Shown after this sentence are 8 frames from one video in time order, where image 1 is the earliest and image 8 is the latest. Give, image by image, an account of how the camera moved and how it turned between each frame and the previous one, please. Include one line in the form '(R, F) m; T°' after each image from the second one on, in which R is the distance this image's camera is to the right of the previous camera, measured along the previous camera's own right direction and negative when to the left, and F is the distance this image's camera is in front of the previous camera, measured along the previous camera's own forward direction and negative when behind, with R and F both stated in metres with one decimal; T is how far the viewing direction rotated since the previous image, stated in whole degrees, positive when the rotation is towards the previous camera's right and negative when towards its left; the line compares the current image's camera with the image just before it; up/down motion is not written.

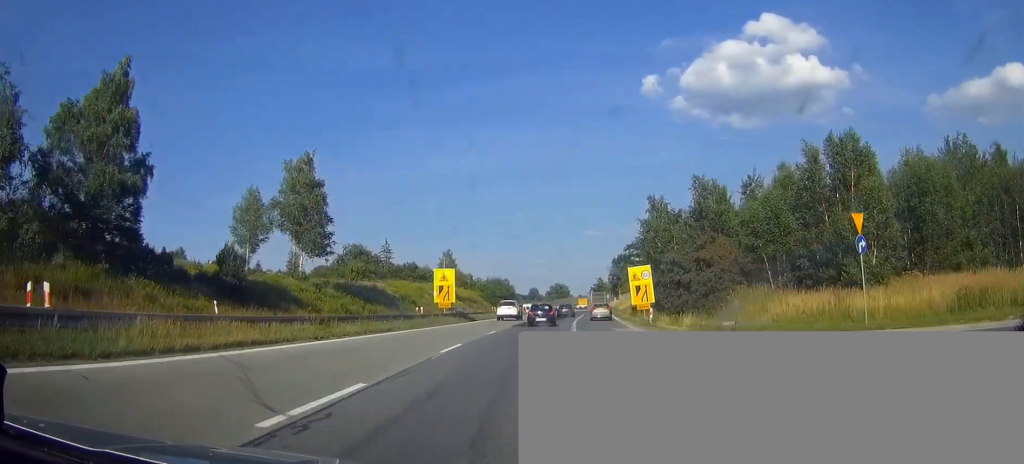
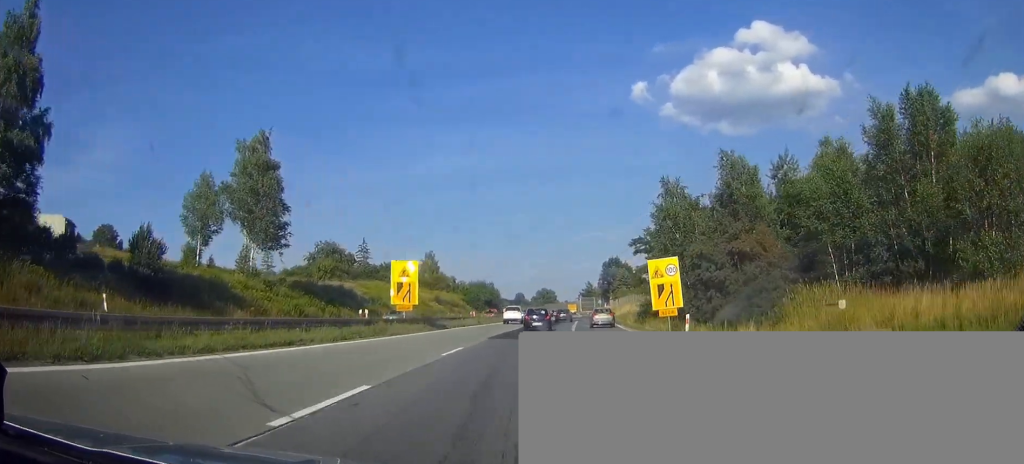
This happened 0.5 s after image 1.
(+0.4, +11.8) m; +1°
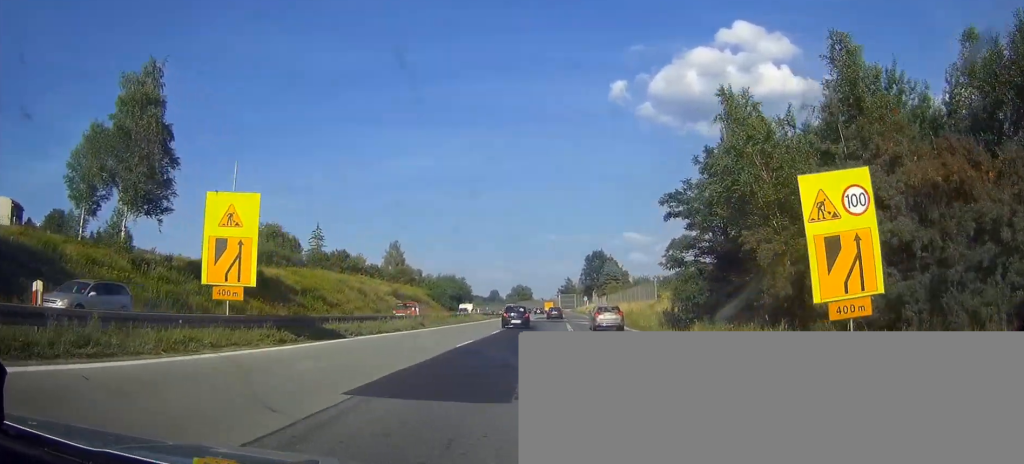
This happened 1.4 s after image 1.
(+0.4, +21.2) m; +2°
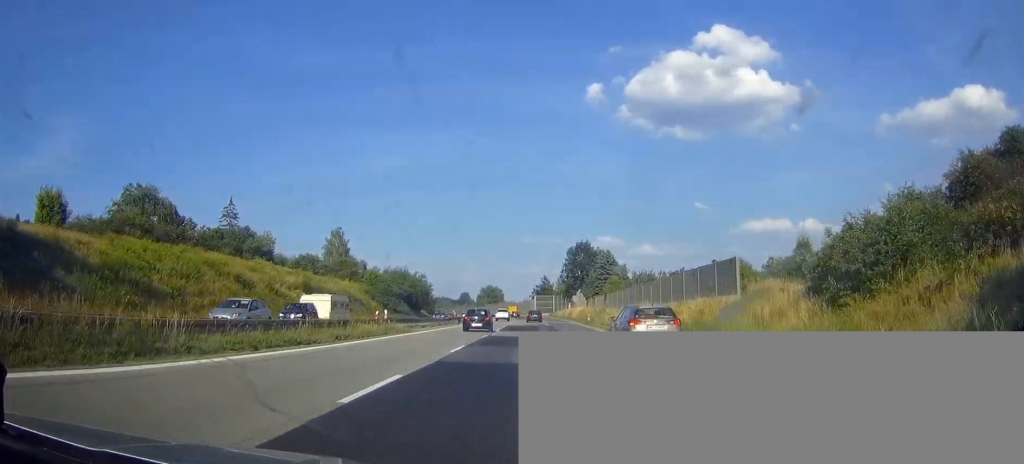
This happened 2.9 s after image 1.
(+0.7, +36.6) m; +2°
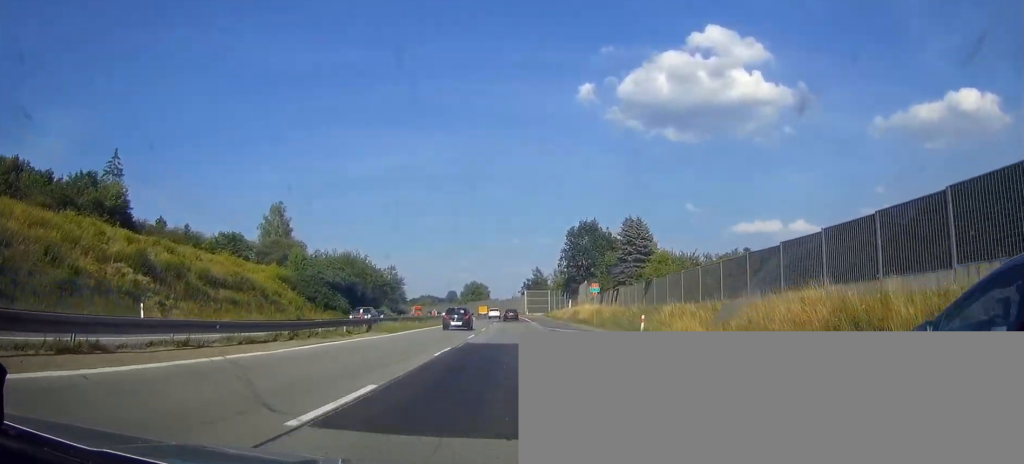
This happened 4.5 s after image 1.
(+0.4, +37.7) m; +1°
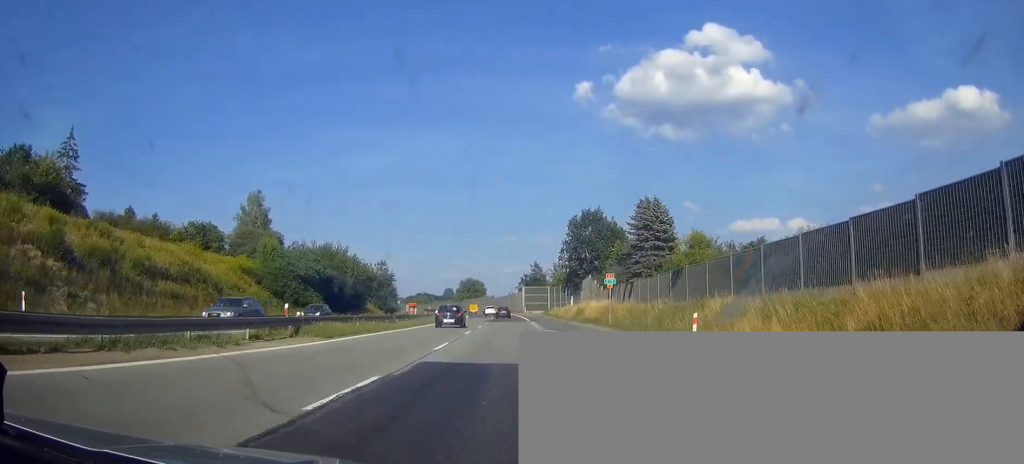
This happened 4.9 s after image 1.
(+0.1, +10.8) m; 0°
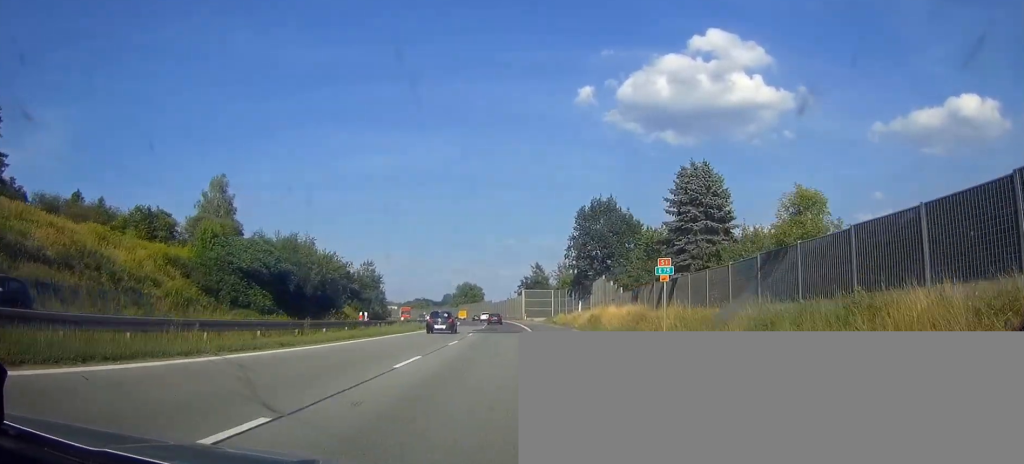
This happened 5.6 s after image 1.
(0.0, +16.9) m; 0°
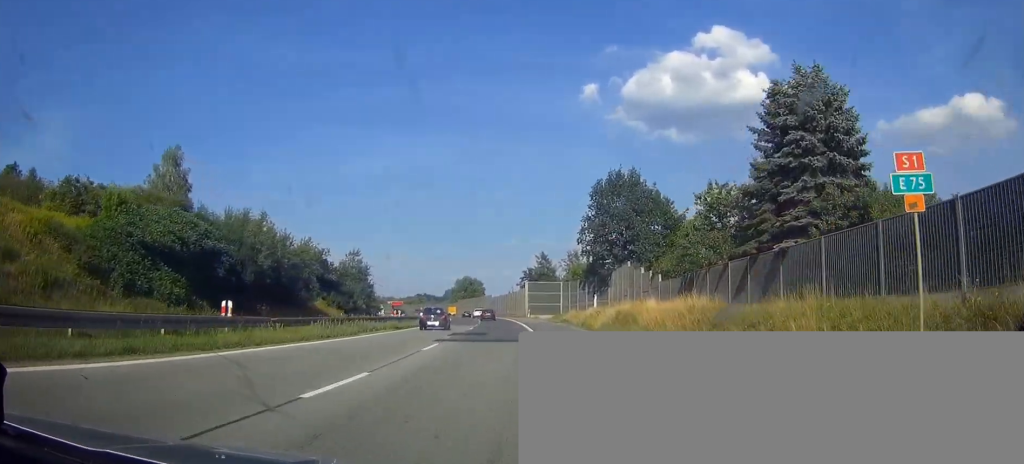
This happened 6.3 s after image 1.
(0.0, +17.9) m; 0°
